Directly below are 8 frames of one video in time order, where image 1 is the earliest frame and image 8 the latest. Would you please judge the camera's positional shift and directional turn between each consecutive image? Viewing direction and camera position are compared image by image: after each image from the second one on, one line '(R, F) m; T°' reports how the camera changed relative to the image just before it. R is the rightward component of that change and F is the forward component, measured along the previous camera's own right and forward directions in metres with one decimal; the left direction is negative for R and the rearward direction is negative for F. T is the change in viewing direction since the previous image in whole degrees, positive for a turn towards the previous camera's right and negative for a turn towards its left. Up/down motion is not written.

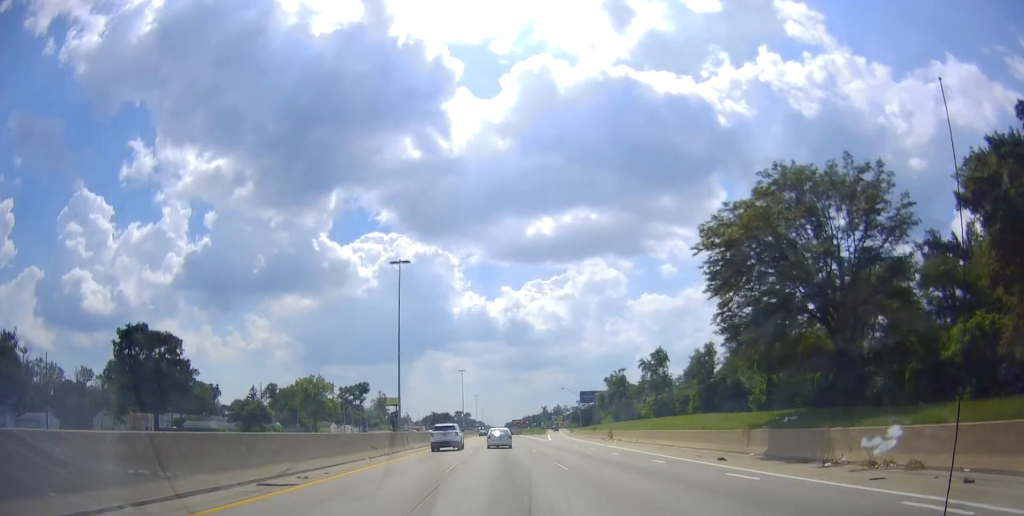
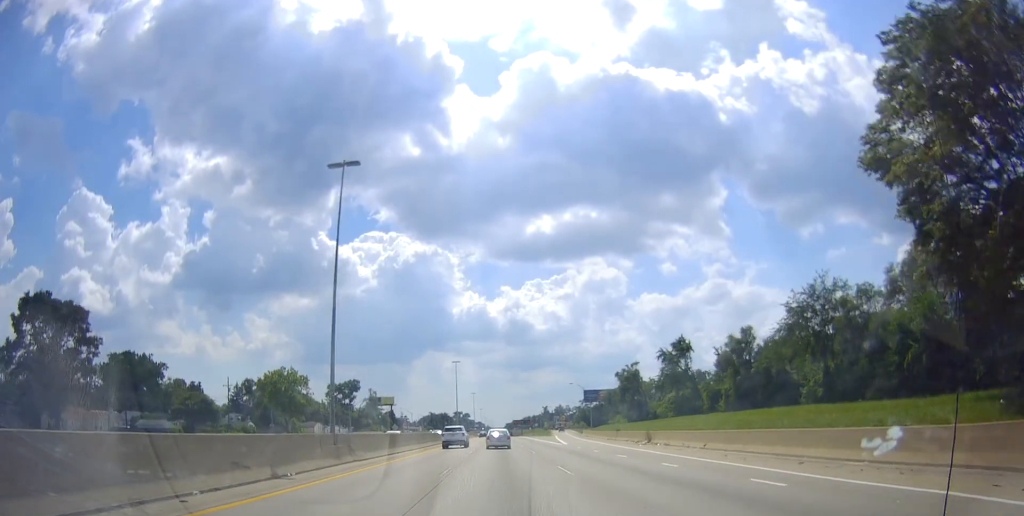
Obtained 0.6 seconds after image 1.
(+0.1, +17.1) m; +1°
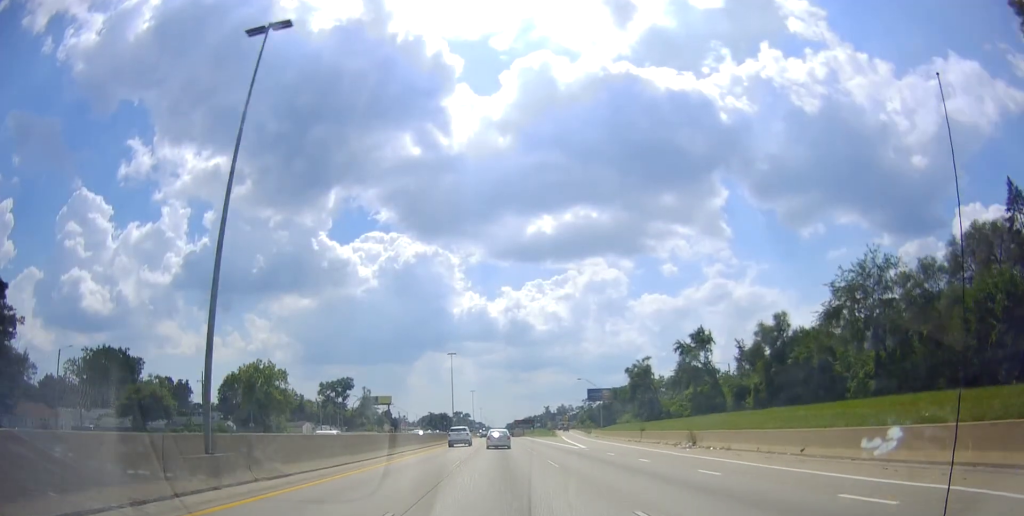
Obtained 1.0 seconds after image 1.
(+0.2, +11.5) m; 0°
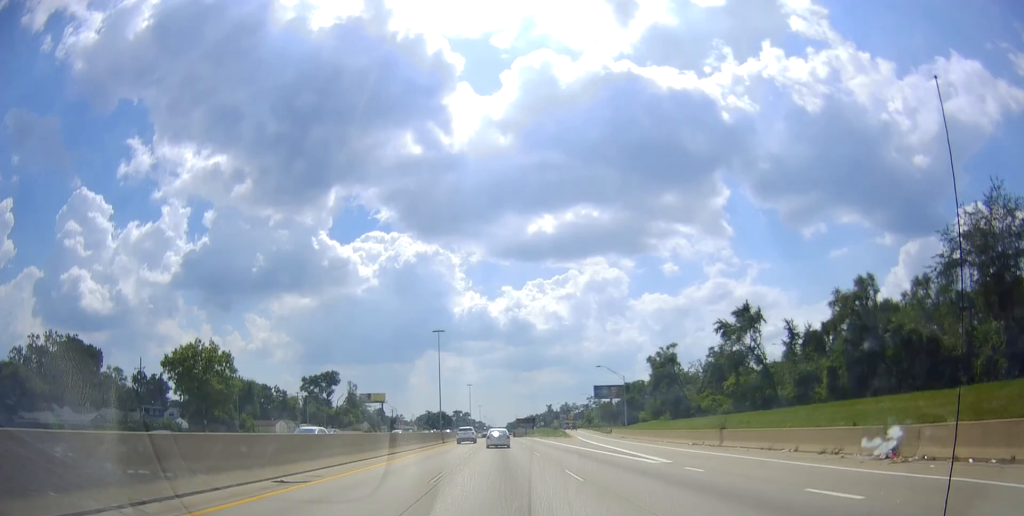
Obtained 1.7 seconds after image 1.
(+0.2, +21.2) m; -1°
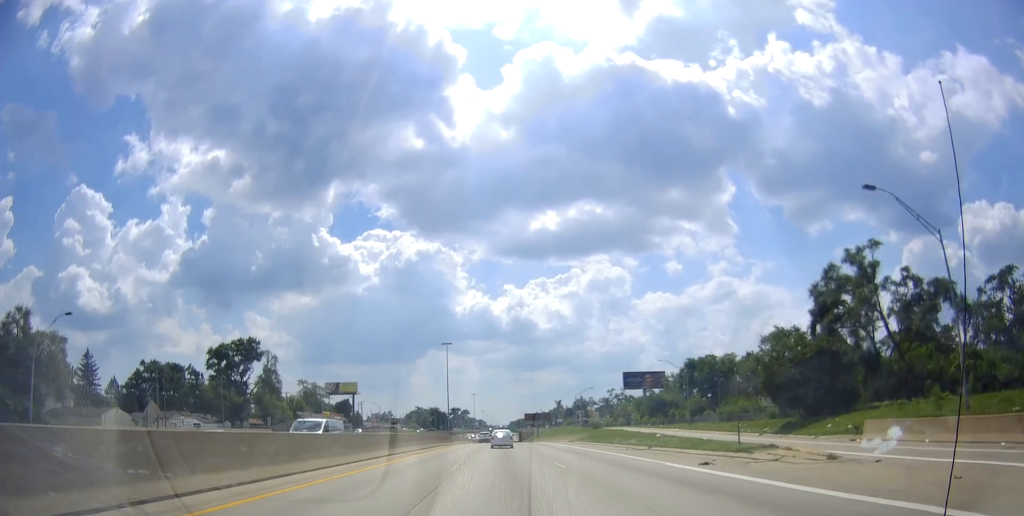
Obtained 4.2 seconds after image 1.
(-1.2, +71.9) m; 0°
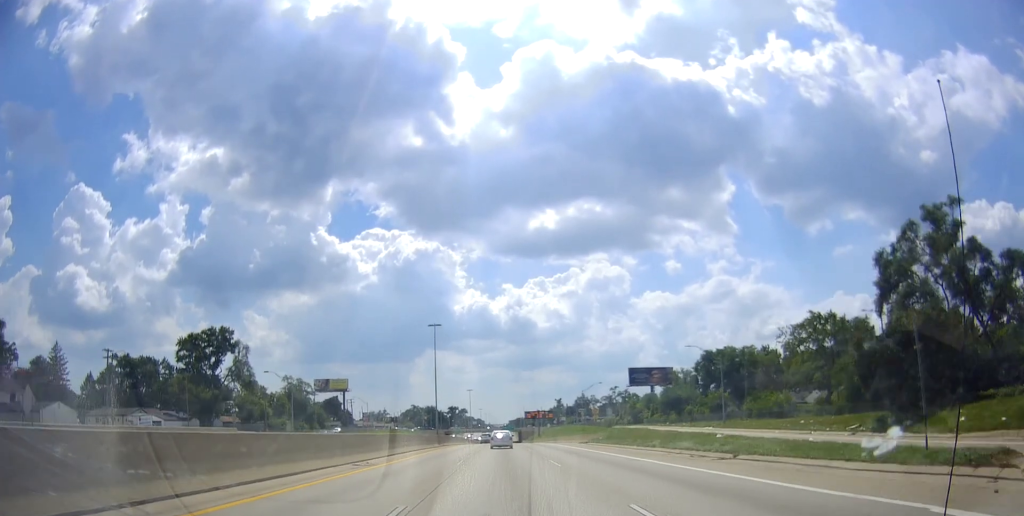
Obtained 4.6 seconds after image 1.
(0.0, +13.9) m; +1°
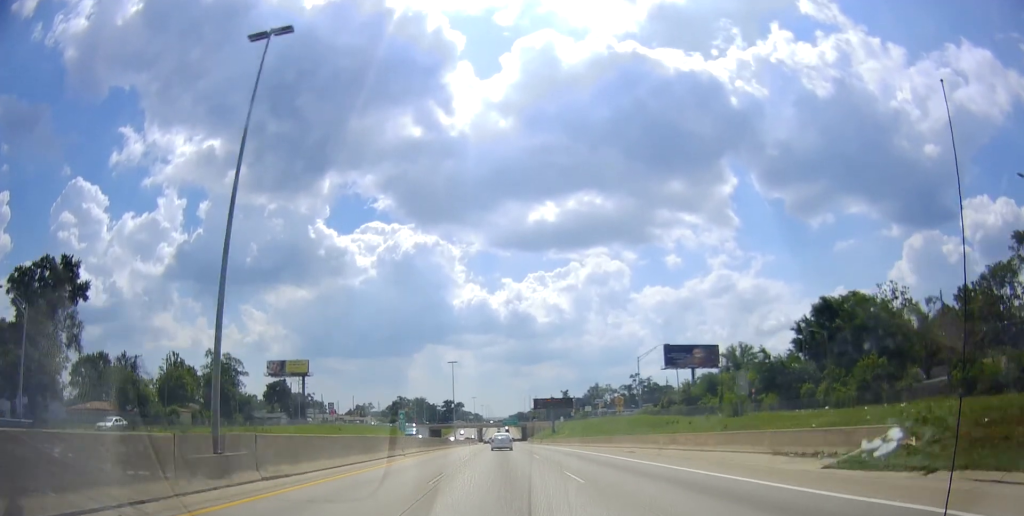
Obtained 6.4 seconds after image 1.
(-0.6, +52.9) m; -1°
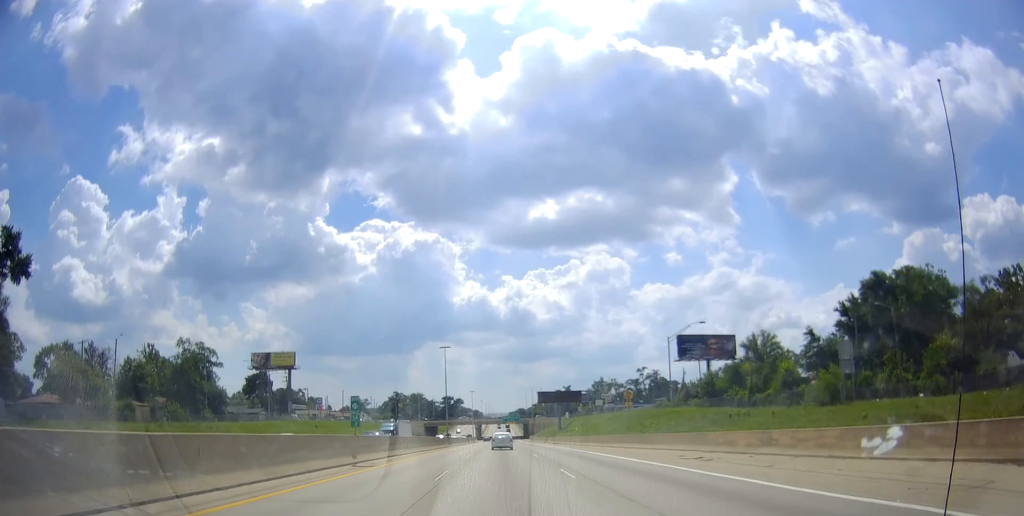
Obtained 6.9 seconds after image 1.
(0.0, +14.0) m; 0°
